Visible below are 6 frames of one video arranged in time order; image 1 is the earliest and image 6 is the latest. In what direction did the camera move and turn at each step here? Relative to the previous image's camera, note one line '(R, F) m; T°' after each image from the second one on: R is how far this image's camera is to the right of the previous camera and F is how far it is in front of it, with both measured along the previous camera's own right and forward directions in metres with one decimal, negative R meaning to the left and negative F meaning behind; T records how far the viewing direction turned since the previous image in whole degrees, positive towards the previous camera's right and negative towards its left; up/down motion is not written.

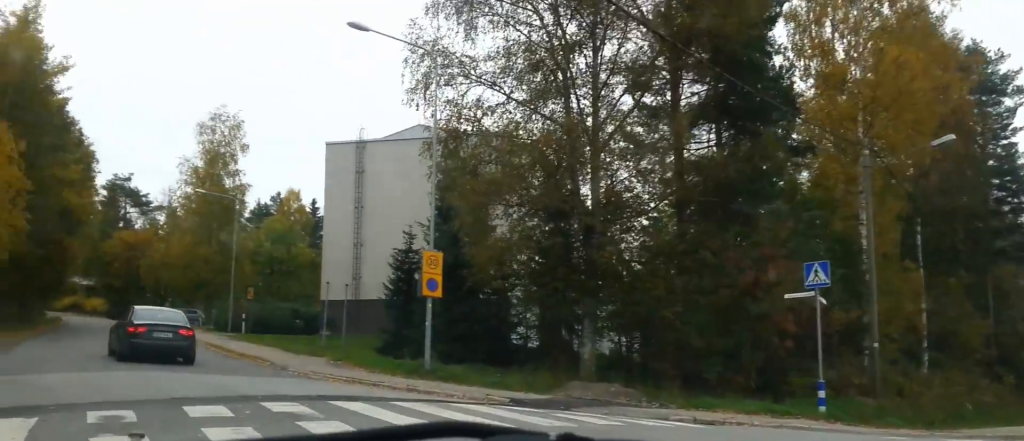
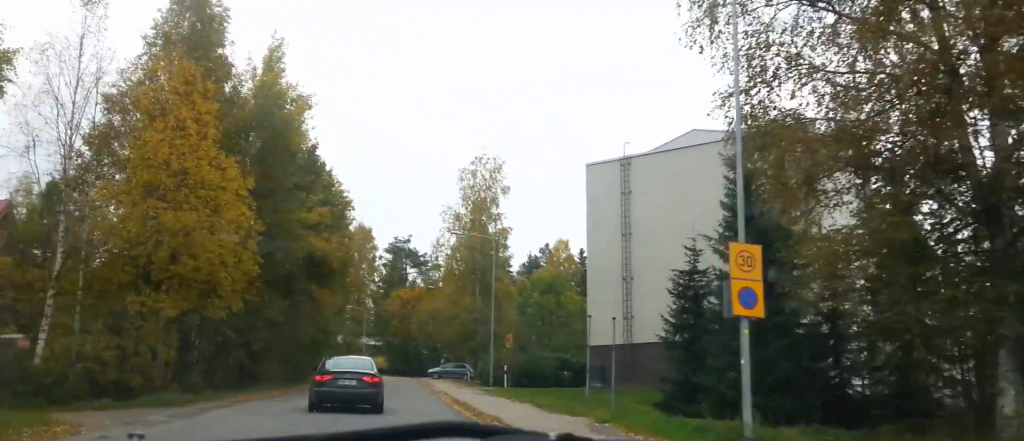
(-1.6, +8.7) m; -27°
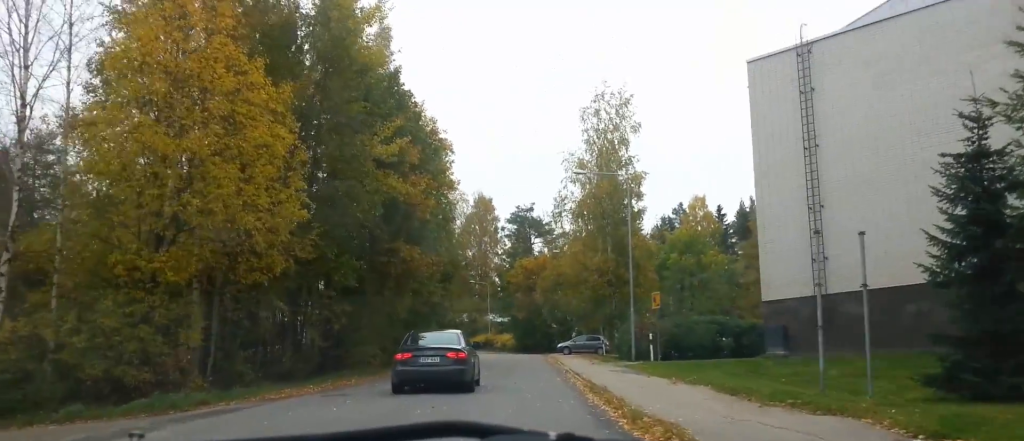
(-2.5, +9.6) m; -16°
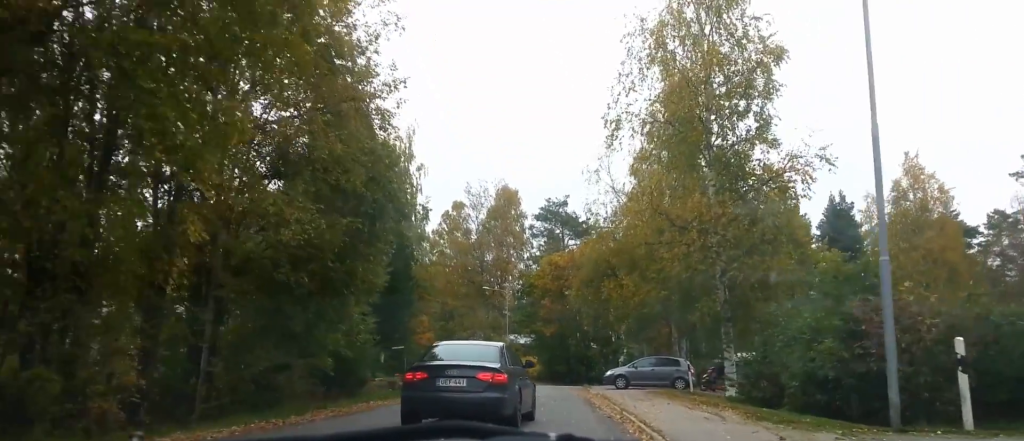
(-1.9, +27.1) m; -3°
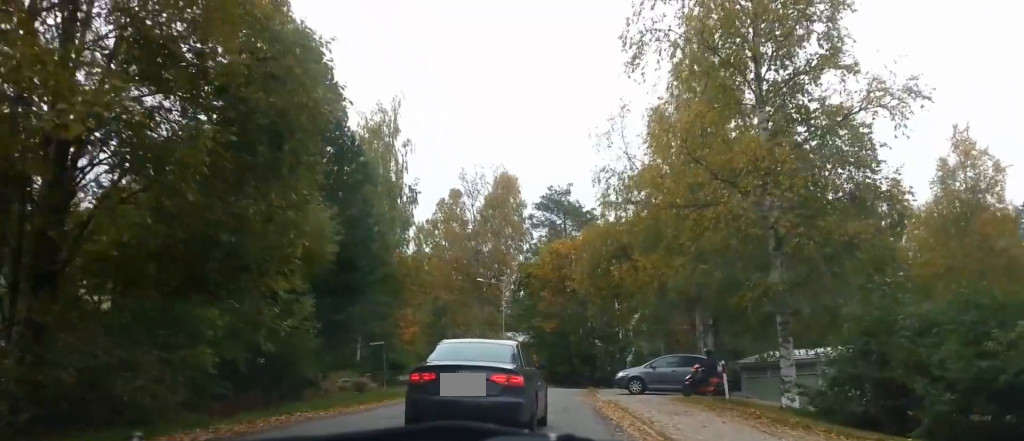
(-0.1, +7.5) m; -3°
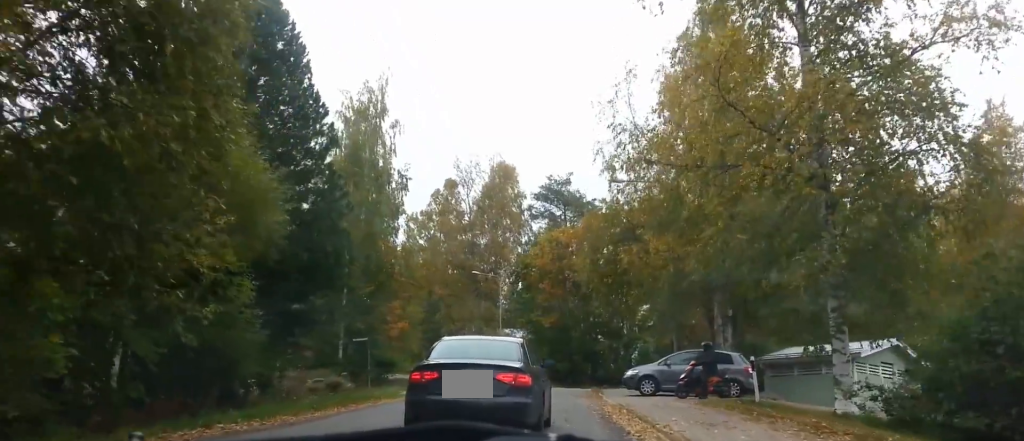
(-0.1, +4.3) m; -1°
